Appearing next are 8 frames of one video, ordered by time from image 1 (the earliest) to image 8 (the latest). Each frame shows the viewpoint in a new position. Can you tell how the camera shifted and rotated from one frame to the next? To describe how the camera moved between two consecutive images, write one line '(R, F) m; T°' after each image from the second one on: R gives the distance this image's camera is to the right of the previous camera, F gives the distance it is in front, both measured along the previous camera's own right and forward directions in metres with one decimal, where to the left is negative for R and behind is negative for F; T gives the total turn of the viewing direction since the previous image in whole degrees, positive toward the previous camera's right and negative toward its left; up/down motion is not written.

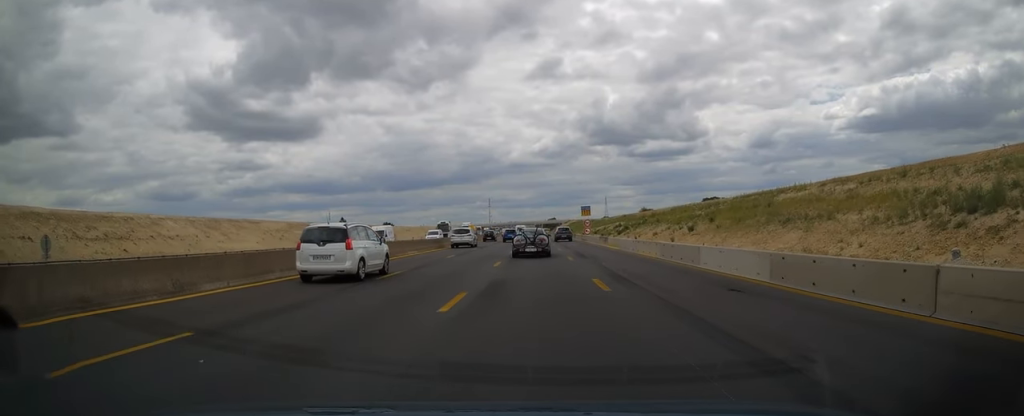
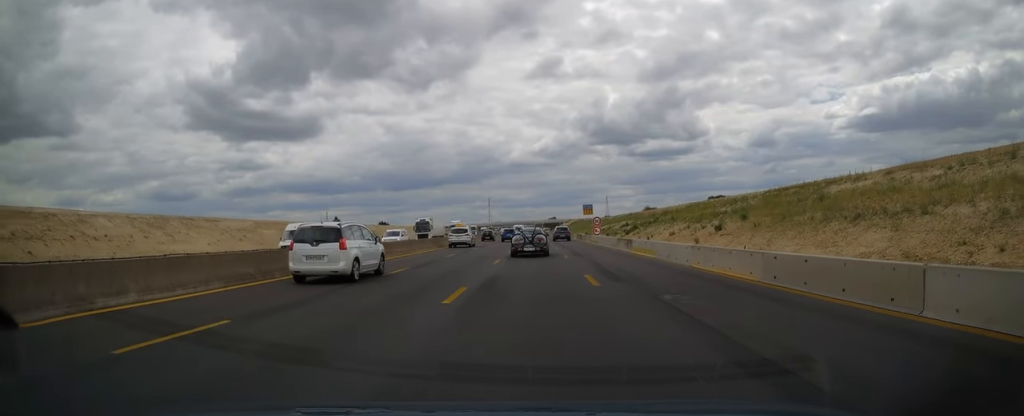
(0.0, +11.9) m; 0°
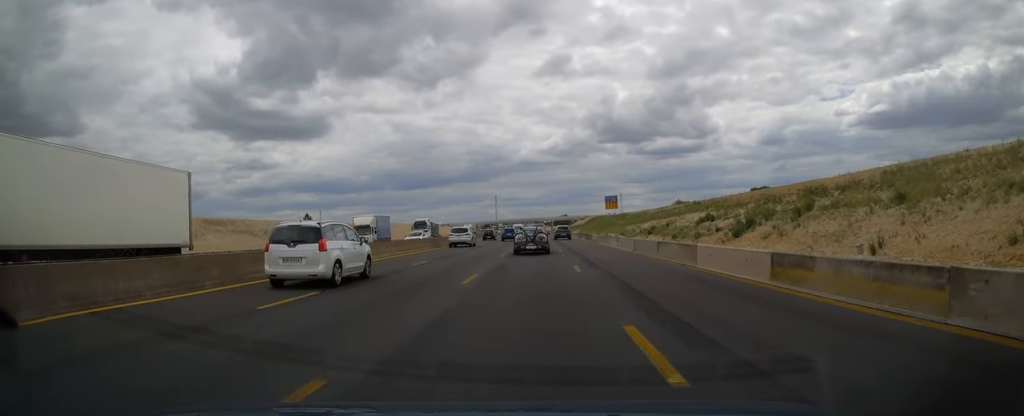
(-0.4, +61.0) m; -1°
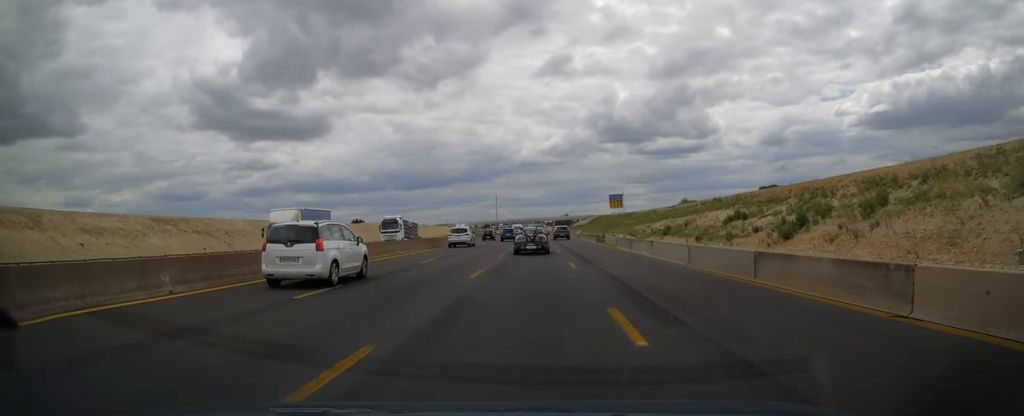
(0.0, +11.4) m; 0°
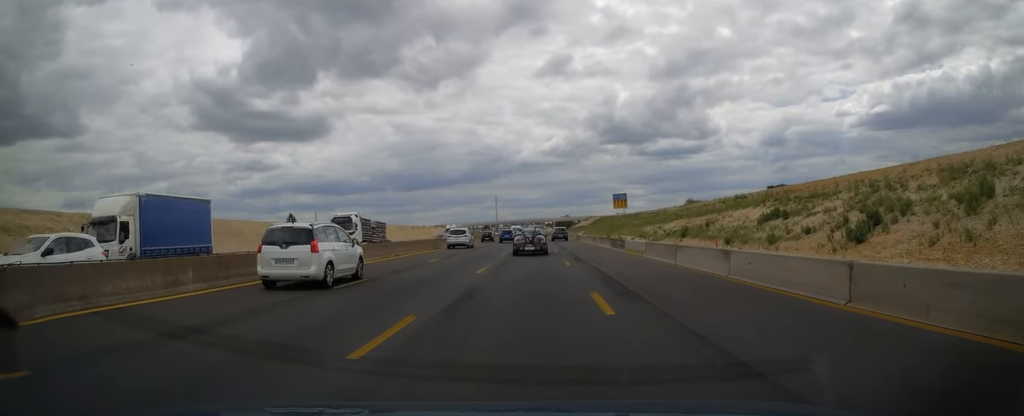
(0.0, +10.5) m; 0°
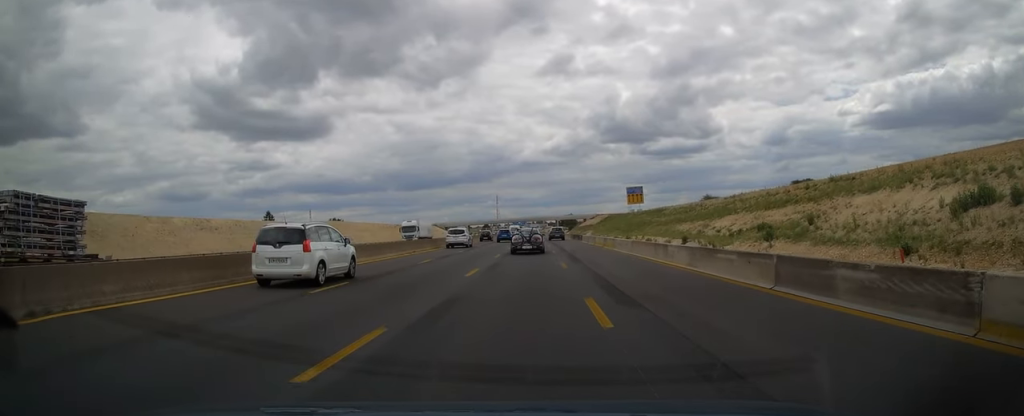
(-0.1, +27.3) m; 0°
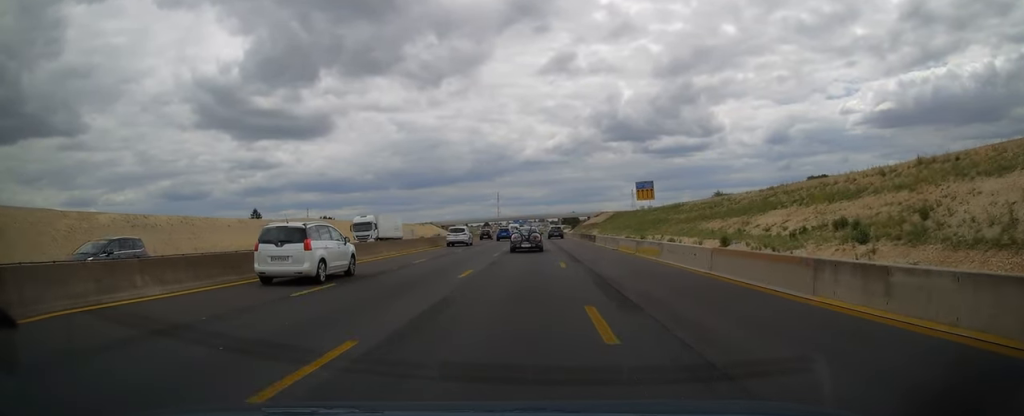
(0.0, +13.9) m; 0°
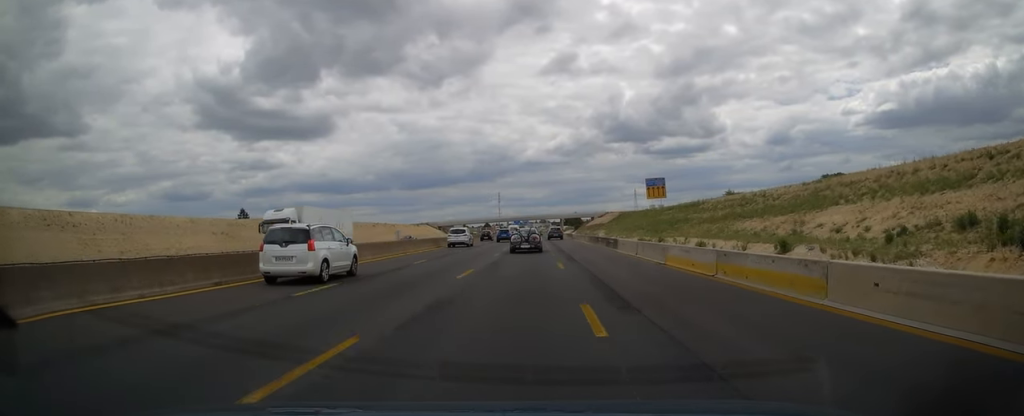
(0.0, +12.7) m; 0°
